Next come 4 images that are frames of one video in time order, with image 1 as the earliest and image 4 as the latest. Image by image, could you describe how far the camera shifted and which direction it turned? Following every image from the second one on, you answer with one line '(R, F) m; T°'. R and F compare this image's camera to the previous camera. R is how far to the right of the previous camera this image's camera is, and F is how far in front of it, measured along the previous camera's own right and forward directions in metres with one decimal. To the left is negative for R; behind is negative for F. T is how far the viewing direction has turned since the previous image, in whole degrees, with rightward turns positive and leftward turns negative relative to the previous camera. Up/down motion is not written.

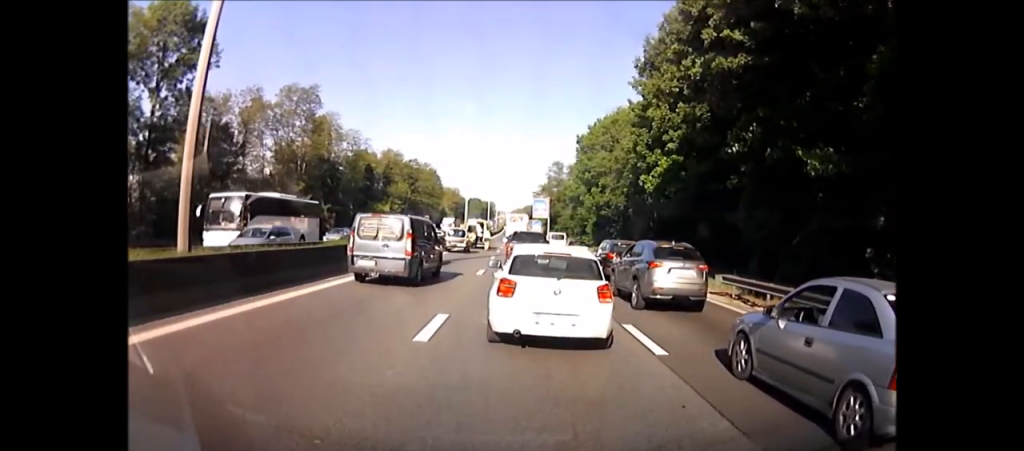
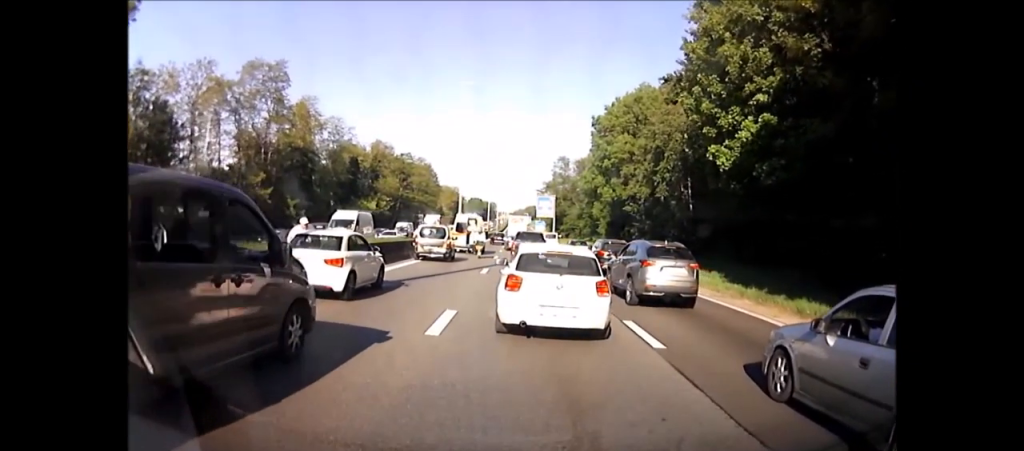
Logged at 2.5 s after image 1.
(+0.1, +11.9) m; +1°
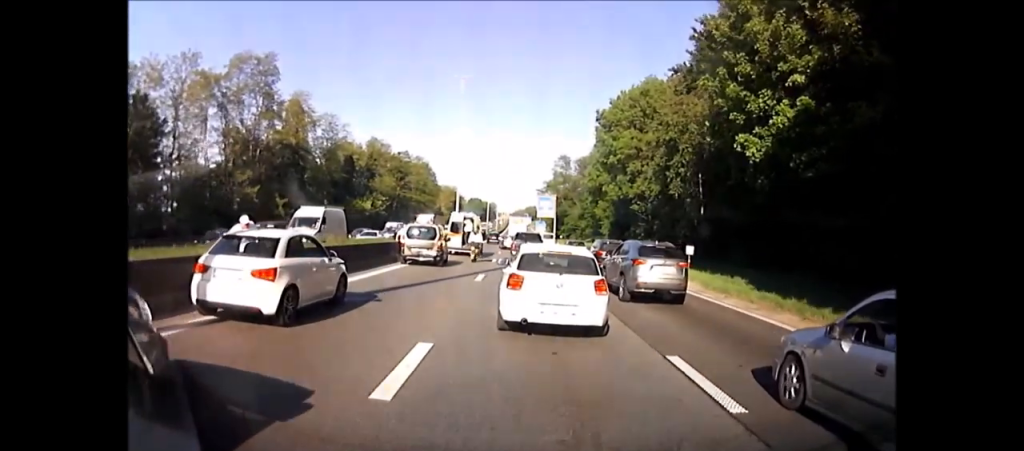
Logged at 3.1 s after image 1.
(-0.1, +3.1) m; 0°
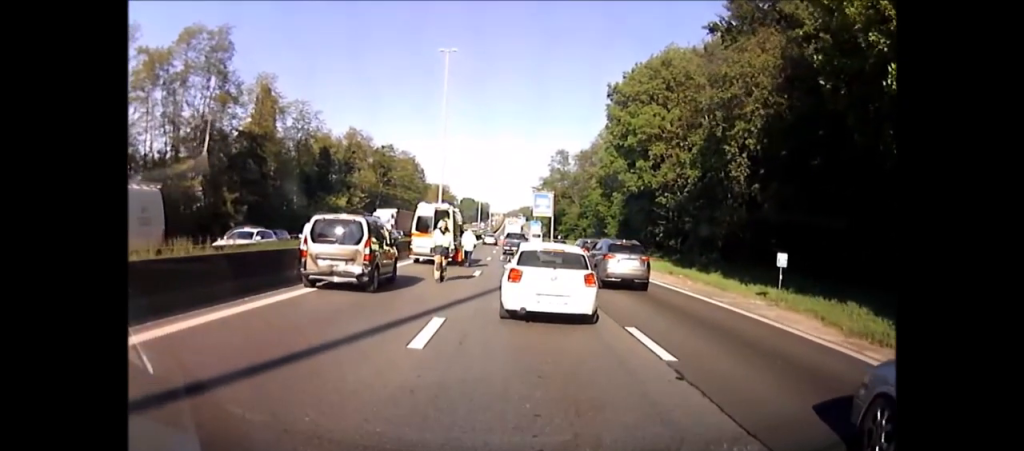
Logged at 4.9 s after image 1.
(+0.2, +10.0) m; 0°
